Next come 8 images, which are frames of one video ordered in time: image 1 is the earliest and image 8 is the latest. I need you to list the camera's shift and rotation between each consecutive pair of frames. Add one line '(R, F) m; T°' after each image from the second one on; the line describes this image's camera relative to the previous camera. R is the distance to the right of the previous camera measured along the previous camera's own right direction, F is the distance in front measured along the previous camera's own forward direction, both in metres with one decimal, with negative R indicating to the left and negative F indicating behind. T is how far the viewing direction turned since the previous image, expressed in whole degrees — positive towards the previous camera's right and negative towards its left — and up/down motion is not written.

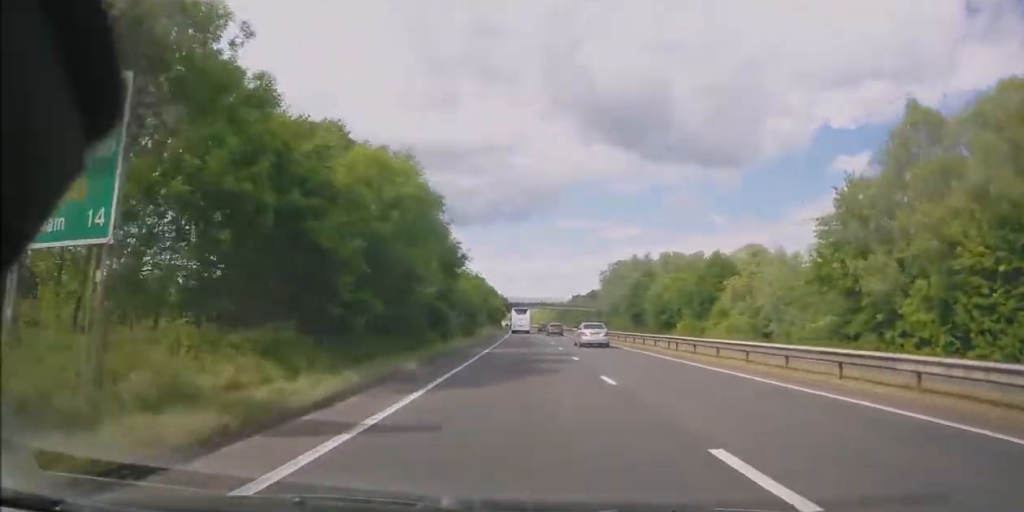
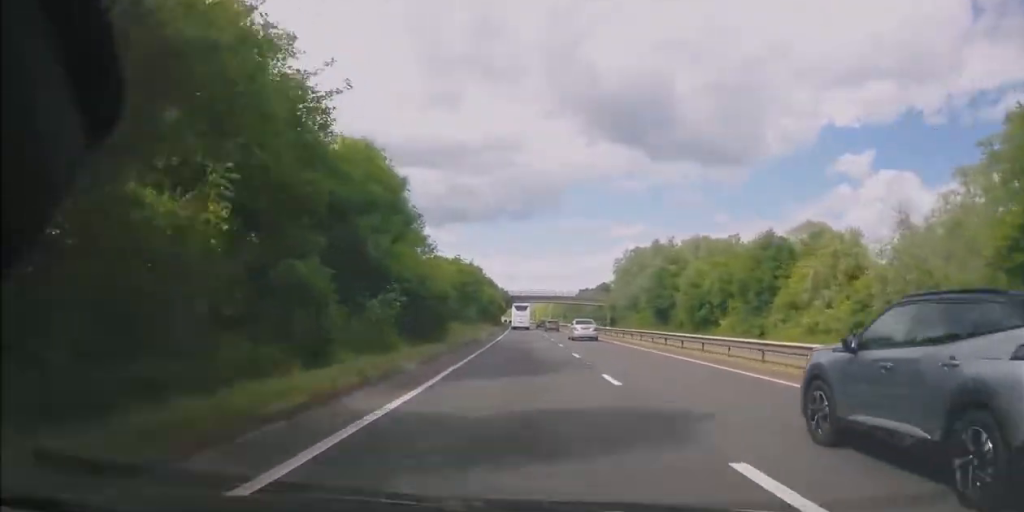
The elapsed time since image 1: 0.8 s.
(-0.3, +18.9) m; 0°
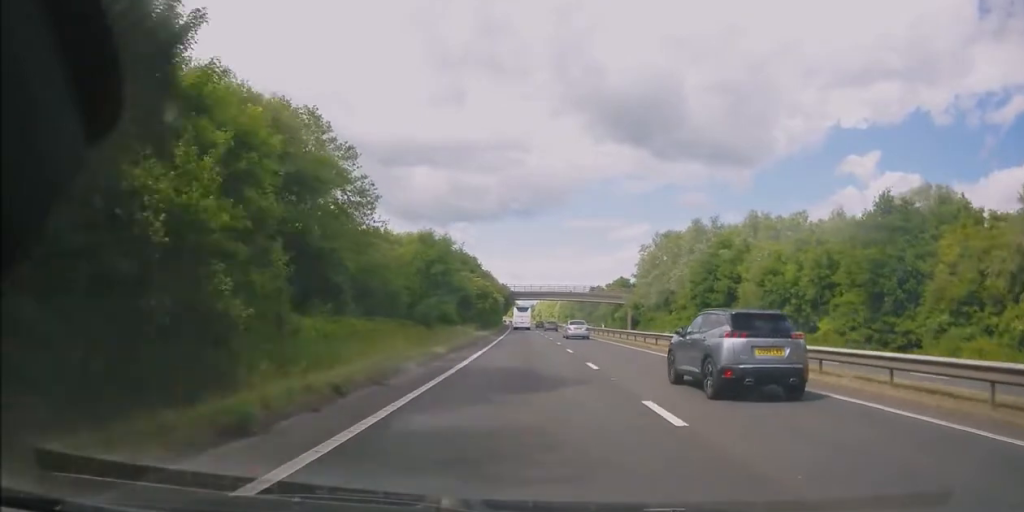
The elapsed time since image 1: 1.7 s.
(+0.3, +23.3) m; 0°
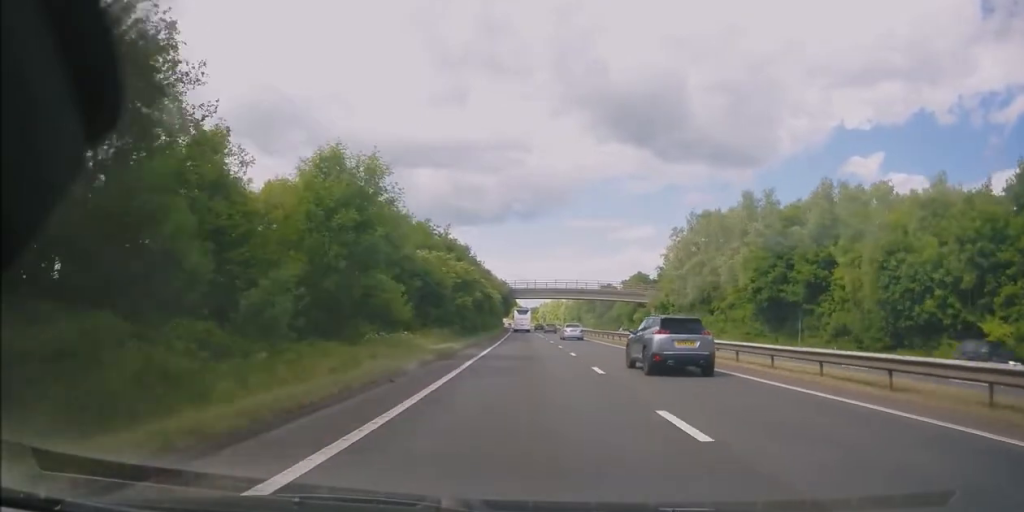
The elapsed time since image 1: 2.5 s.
(-0.2, +19.1) m; -1°
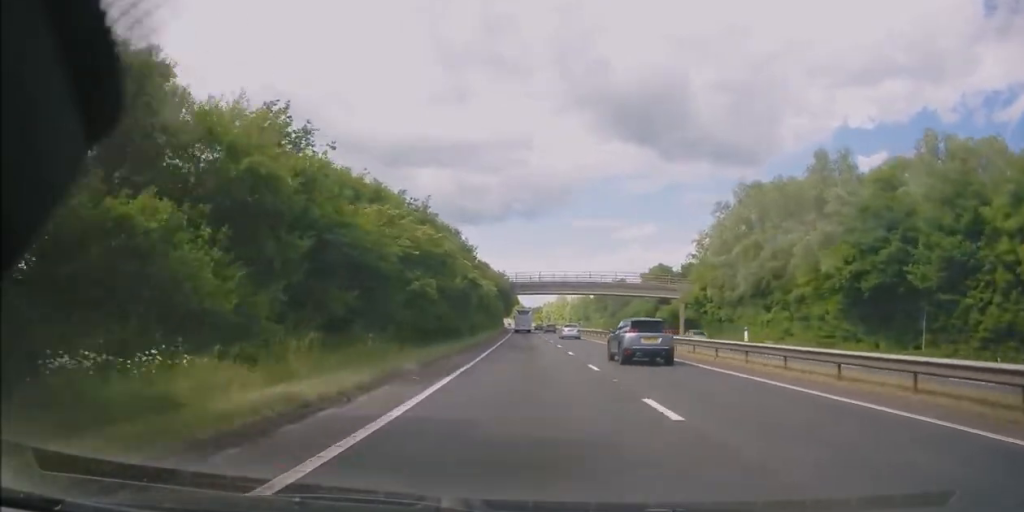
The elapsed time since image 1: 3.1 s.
(-0.2, +16.7) m; 0°
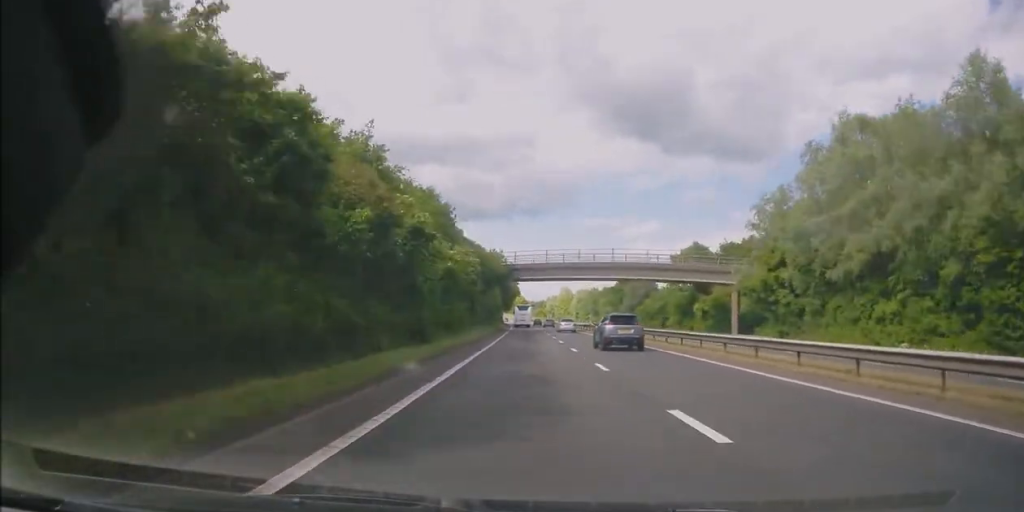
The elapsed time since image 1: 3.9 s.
(-0.2, +19.3) m; 0°
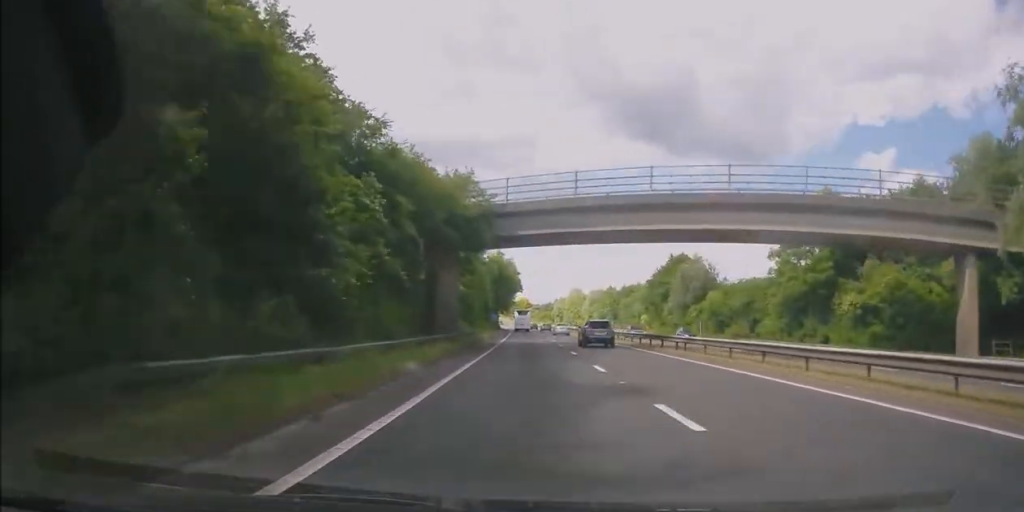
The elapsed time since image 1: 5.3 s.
(+0.3, +35.6) m; 0°
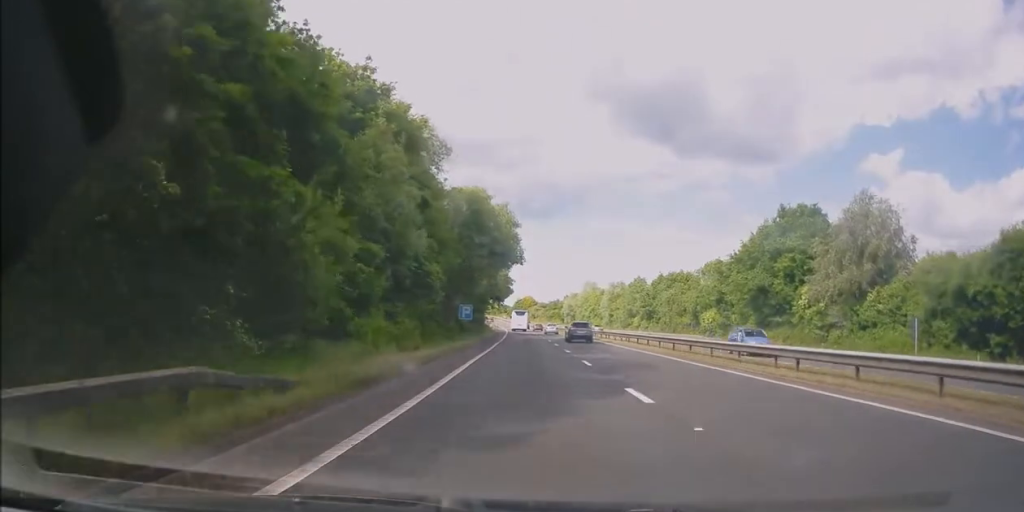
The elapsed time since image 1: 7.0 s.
(-0.6, +43.0) m; -1°
